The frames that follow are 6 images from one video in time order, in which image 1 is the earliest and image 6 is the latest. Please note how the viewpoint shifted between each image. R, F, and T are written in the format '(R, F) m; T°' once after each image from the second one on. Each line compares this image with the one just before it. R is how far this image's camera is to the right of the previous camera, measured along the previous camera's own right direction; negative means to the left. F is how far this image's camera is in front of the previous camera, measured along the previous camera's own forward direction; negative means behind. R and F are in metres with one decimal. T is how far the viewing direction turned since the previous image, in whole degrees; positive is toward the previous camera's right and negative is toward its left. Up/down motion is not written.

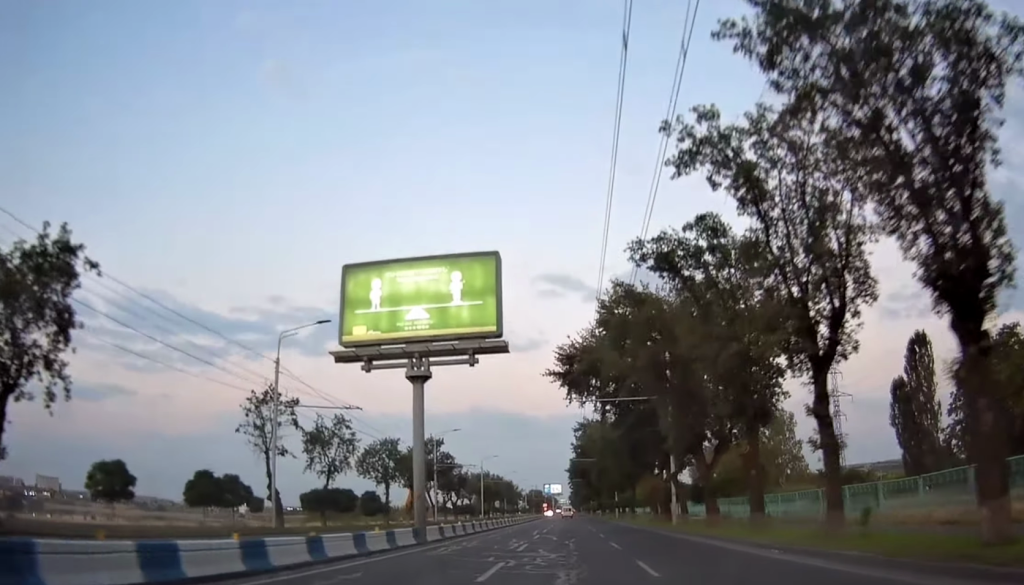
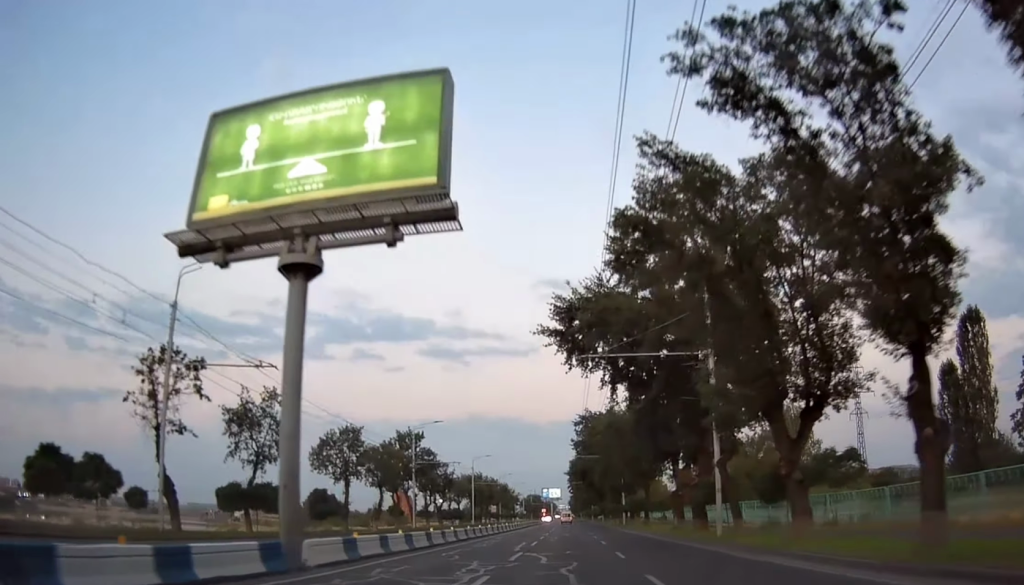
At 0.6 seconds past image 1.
(0.0, +11.9) m; 0°
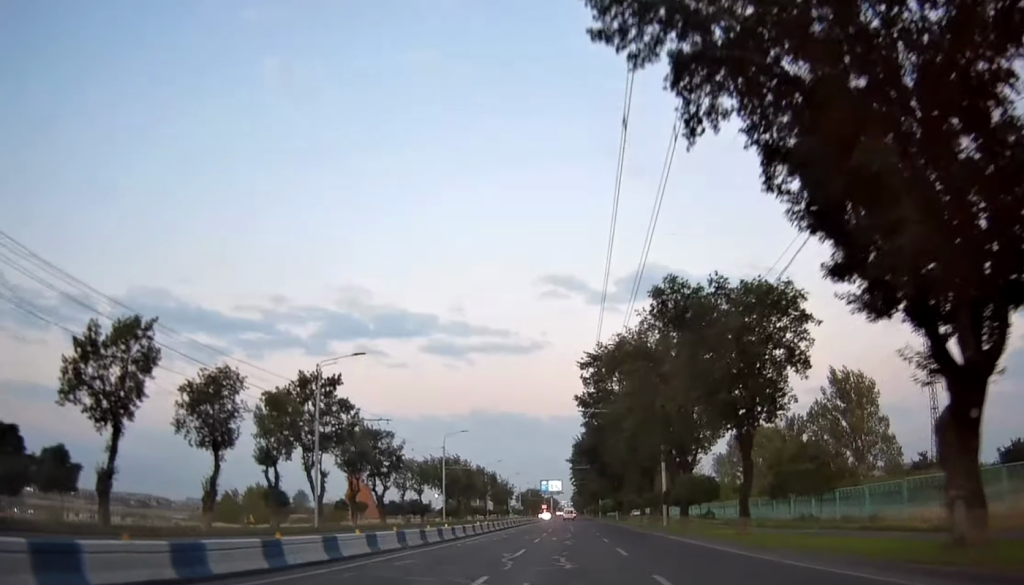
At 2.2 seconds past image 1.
(+0.2, +30.3) m; 0°
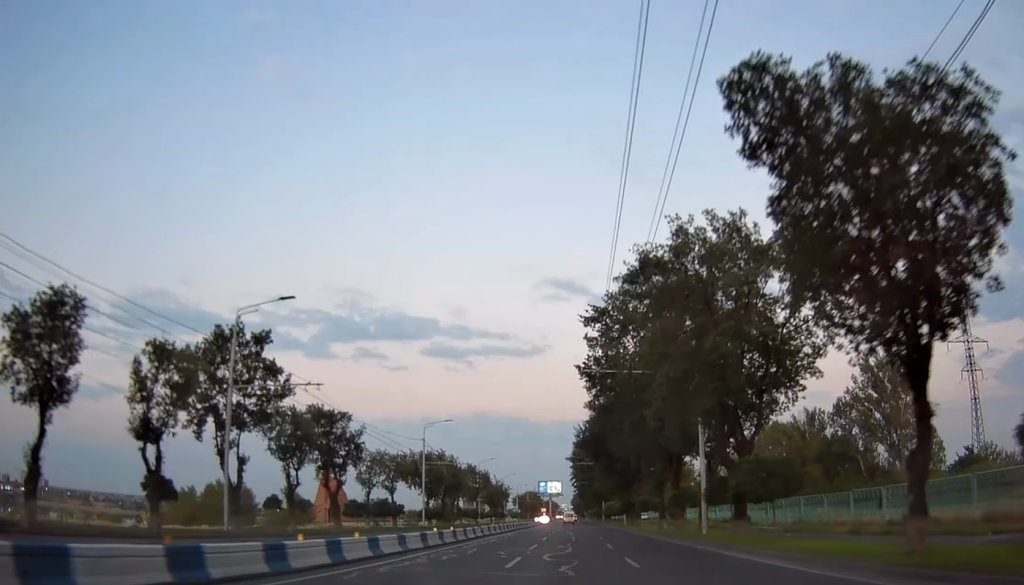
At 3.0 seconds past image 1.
(+0.2, +13.0) m; -1°
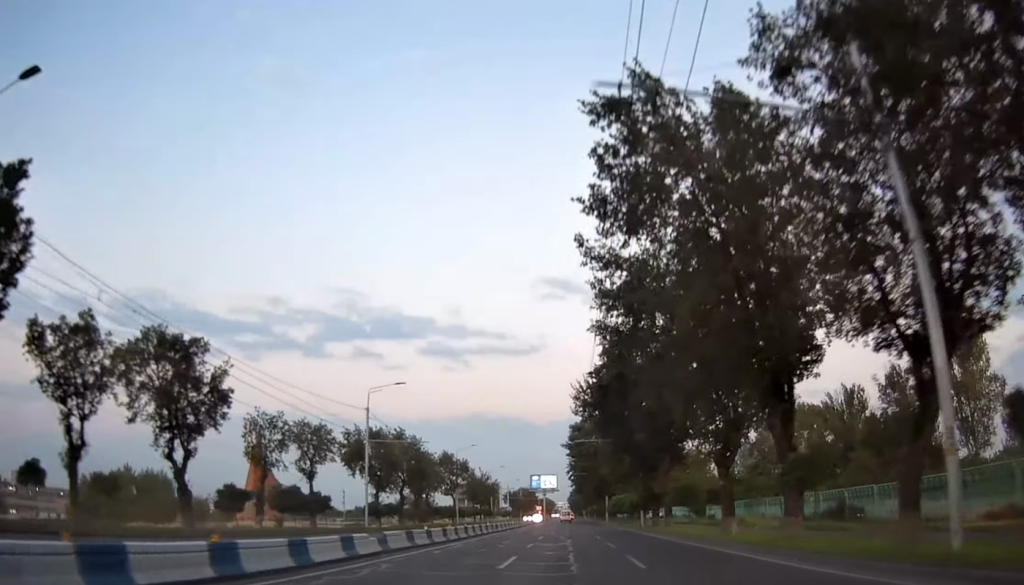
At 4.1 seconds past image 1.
(-0.4, +21.2) m; +1°
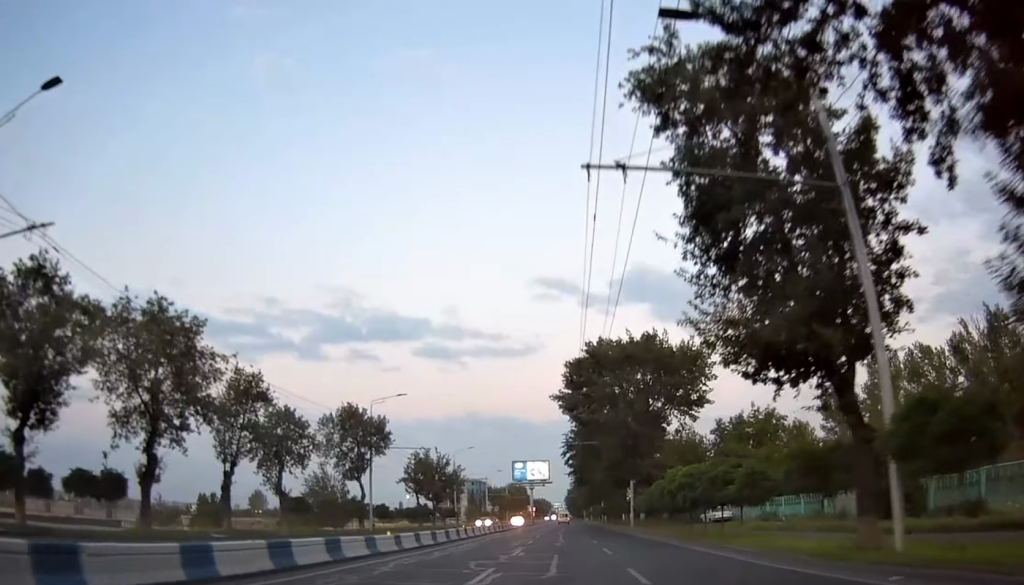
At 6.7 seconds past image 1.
(+1.0, +44.4) m; +2°
